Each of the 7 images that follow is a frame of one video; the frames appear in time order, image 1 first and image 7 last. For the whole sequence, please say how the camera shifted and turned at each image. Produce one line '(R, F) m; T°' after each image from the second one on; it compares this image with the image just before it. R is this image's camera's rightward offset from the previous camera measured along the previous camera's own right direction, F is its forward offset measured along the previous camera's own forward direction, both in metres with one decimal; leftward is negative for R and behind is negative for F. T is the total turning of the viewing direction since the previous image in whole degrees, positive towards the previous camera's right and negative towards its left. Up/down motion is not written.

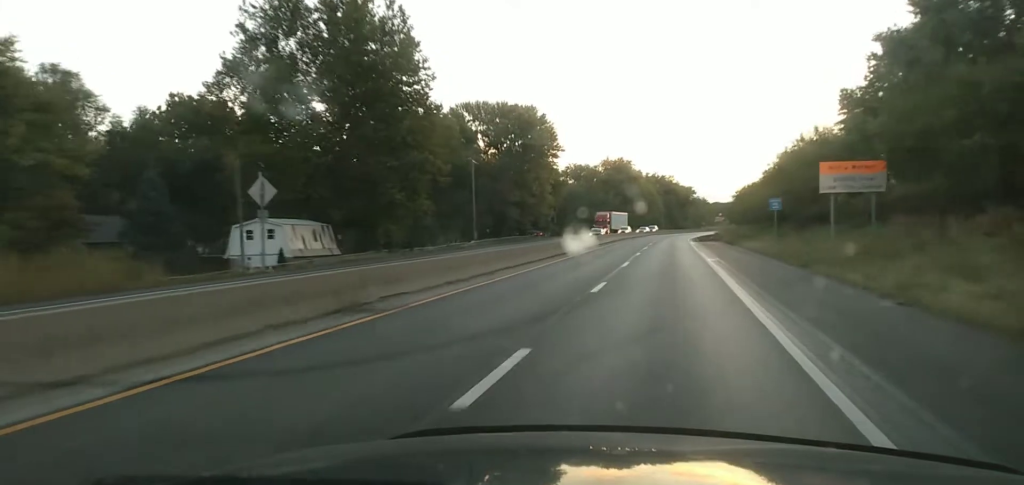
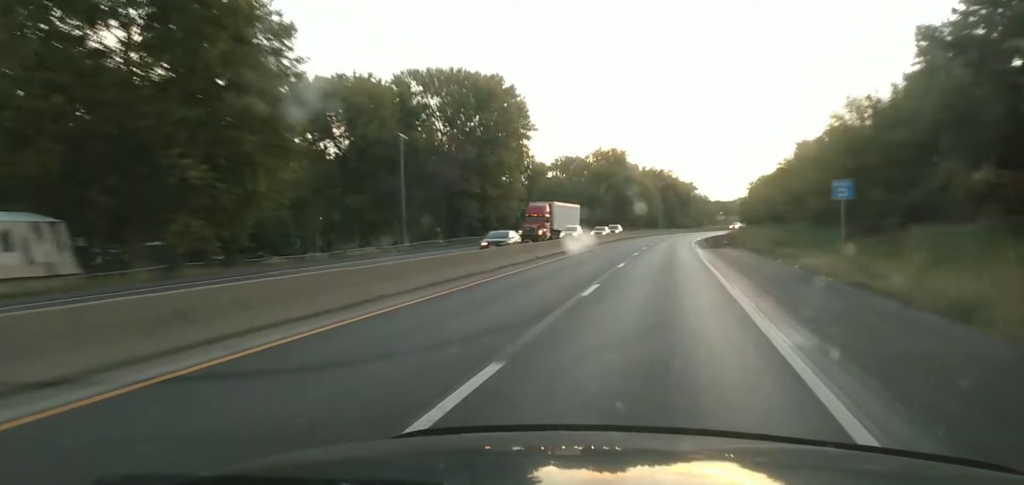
(-0.4, +25.9) m; +1°
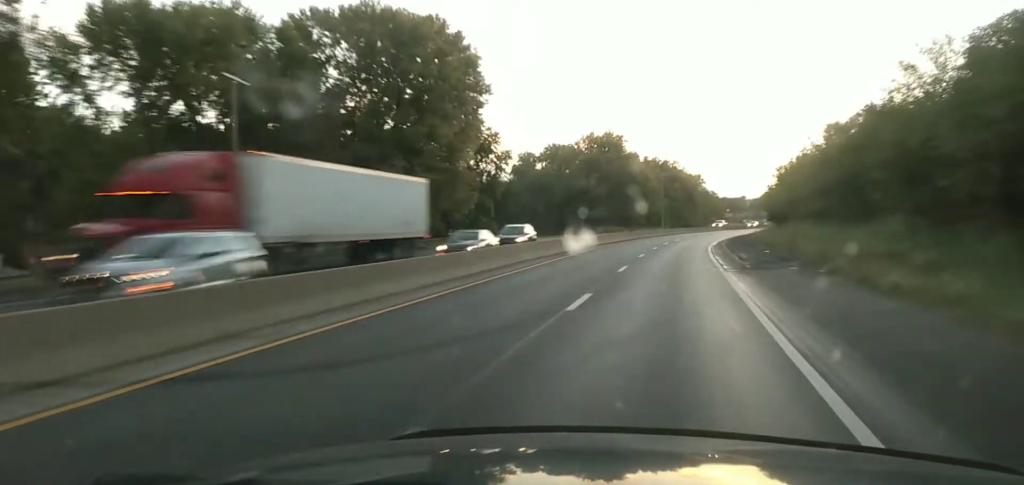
(+0.6, +27.7) m; 0°
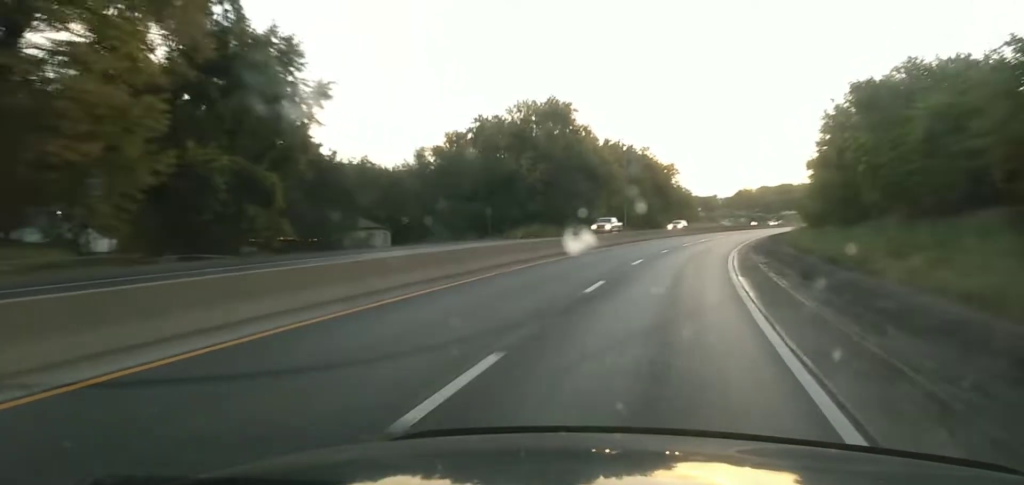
(-0.1, +44.8) m; +1°
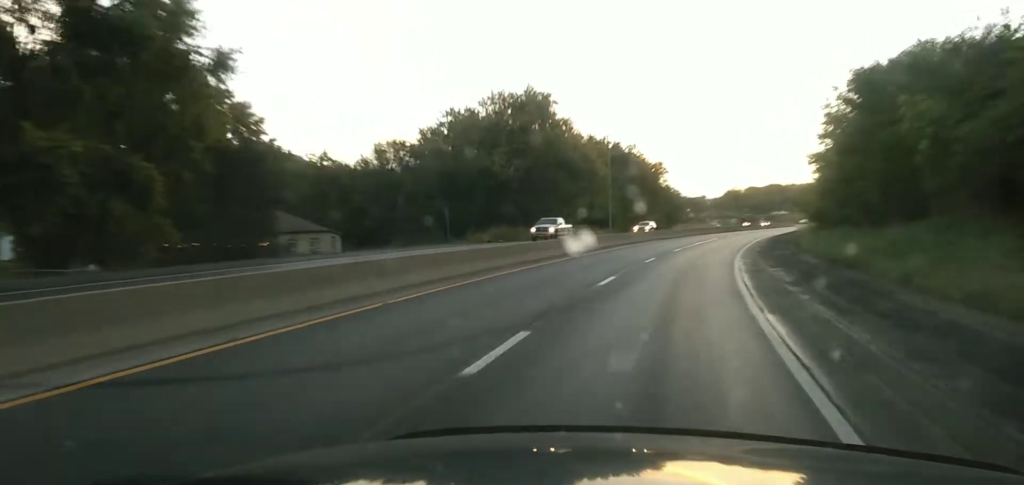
(0.0, +10.8) m; +1°
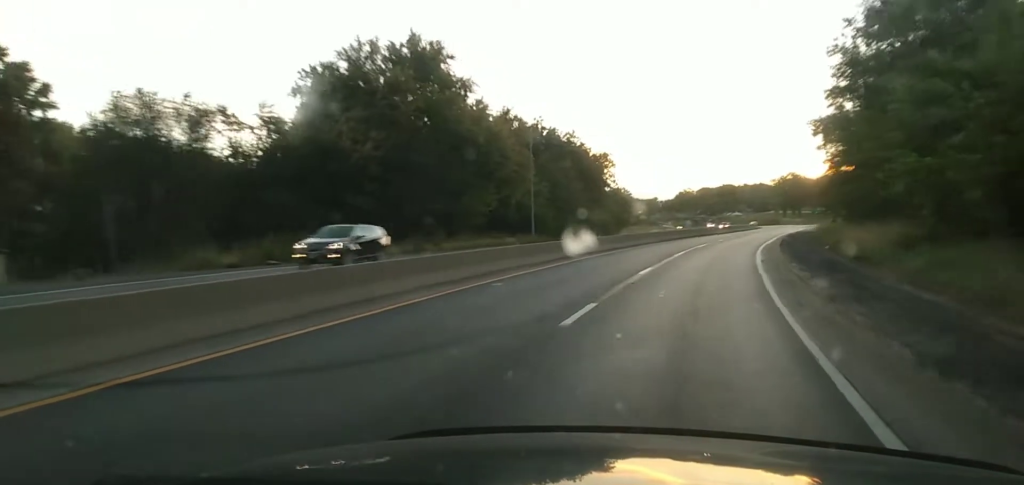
(+0.6, +31.8) m; +3°
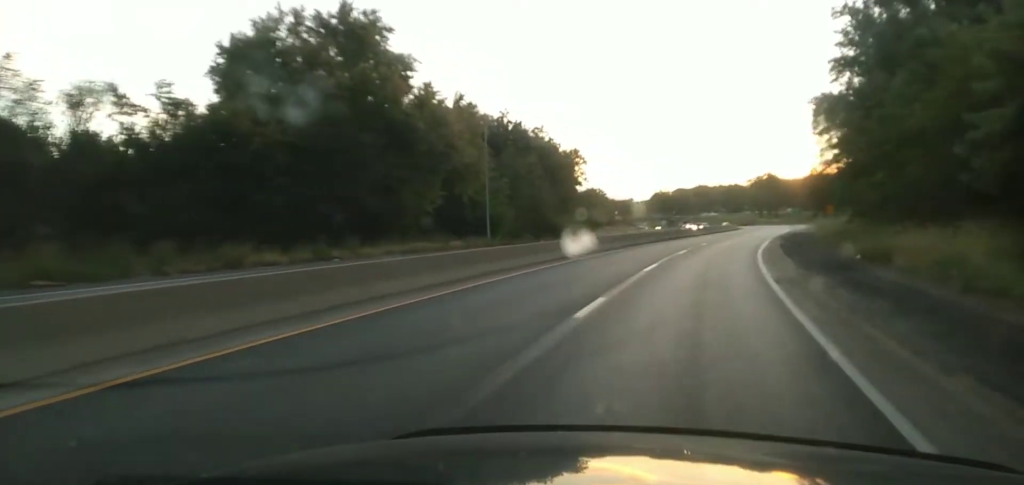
(+0.3, +11.4) m; +2°
